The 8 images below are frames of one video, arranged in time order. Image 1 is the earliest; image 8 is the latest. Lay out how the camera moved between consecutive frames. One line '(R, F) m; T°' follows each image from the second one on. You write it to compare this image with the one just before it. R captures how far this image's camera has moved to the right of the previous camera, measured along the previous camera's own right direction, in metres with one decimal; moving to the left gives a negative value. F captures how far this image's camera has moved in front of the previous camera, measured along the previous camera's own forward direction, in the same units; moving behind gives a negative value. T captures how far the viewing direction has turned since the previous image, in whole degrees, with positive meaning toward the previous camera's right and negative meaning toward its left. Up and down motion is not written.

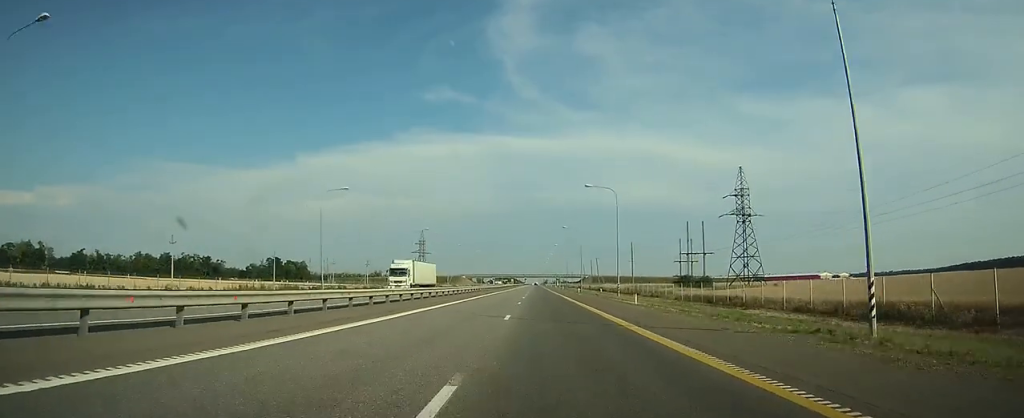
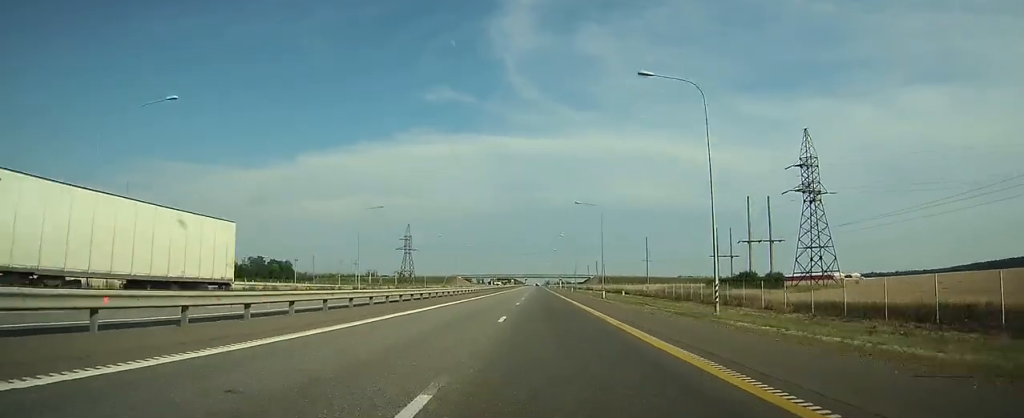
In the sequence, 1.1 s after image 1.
(+0.1, +32.8) m; 0°
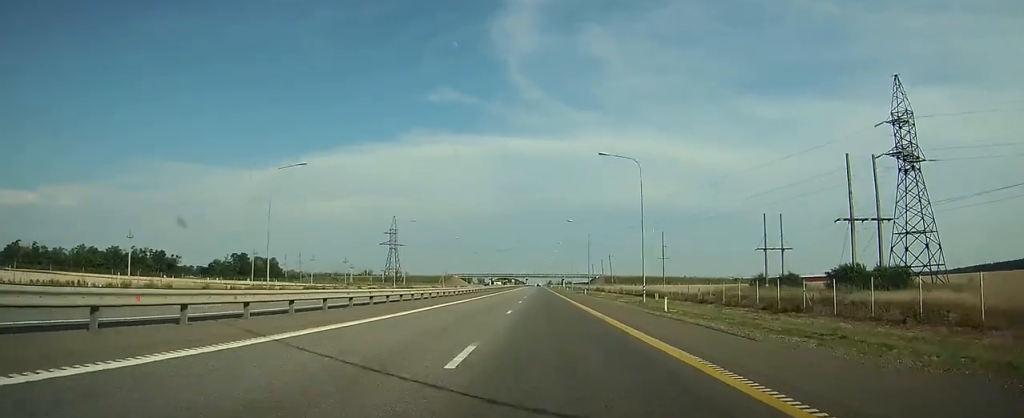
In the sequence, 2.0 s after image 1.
(0.0, +27.3) m; 0°
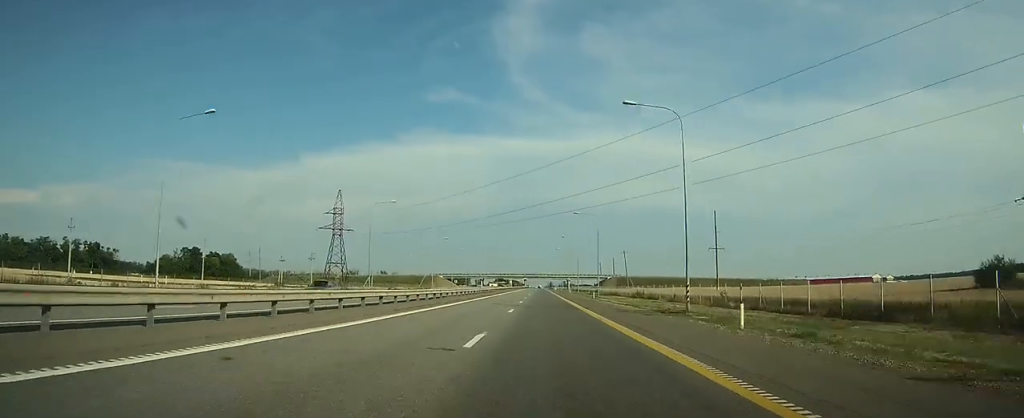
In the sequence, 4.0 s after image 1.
(-0.1, +61.4) m; 0°
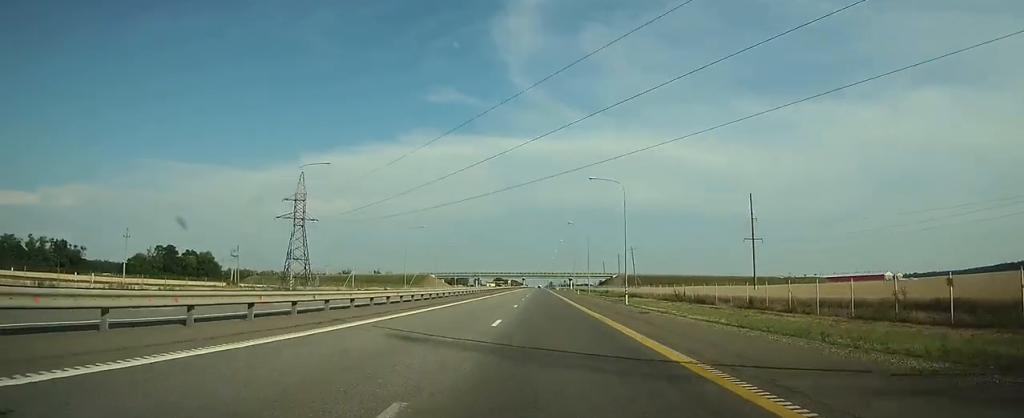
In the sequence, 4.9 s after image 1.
(0.0, +25.3) m; 0°
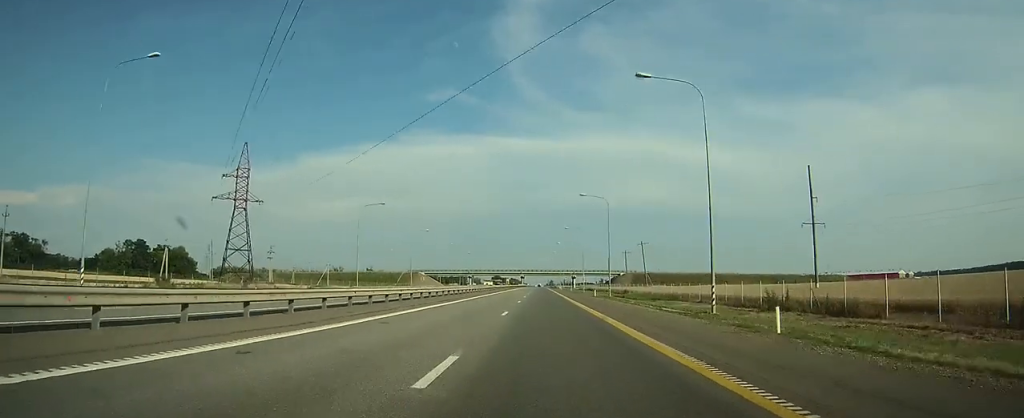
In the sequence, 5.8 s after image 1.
(0.0, +27.1) m; 0°
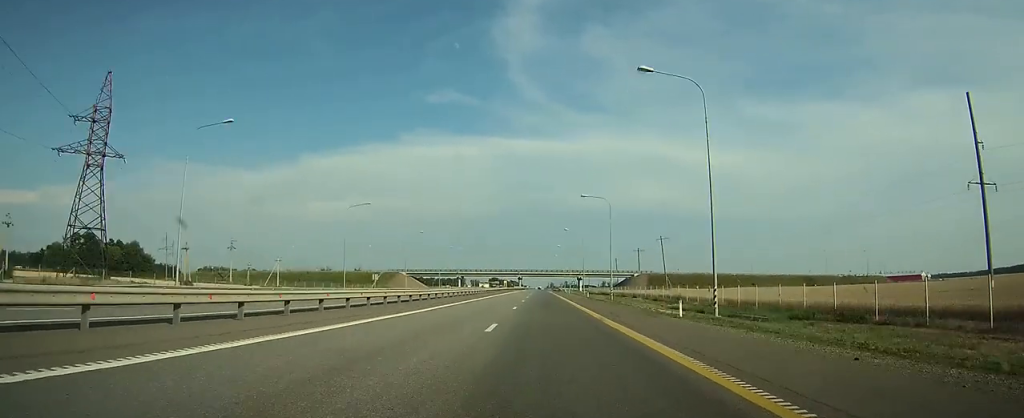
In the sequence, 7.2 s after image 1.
(-0.1, +39.1) m; 0°
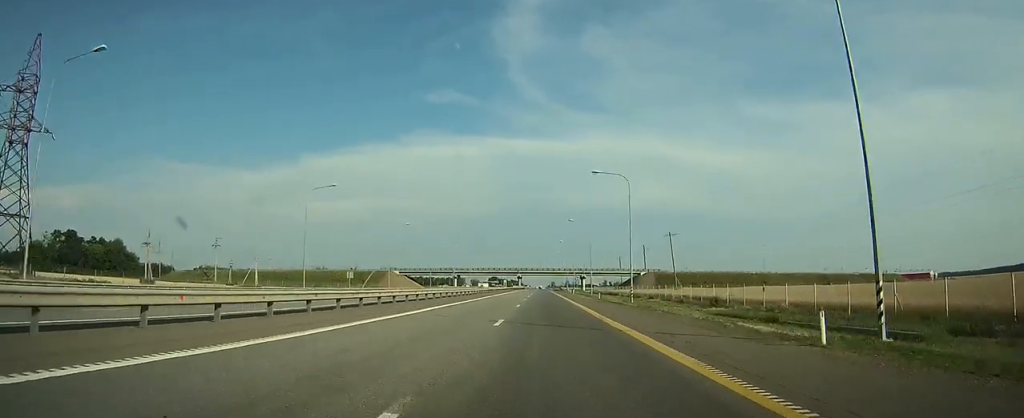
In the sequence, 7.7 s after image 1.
(0.0, +13.3) m; 0°
